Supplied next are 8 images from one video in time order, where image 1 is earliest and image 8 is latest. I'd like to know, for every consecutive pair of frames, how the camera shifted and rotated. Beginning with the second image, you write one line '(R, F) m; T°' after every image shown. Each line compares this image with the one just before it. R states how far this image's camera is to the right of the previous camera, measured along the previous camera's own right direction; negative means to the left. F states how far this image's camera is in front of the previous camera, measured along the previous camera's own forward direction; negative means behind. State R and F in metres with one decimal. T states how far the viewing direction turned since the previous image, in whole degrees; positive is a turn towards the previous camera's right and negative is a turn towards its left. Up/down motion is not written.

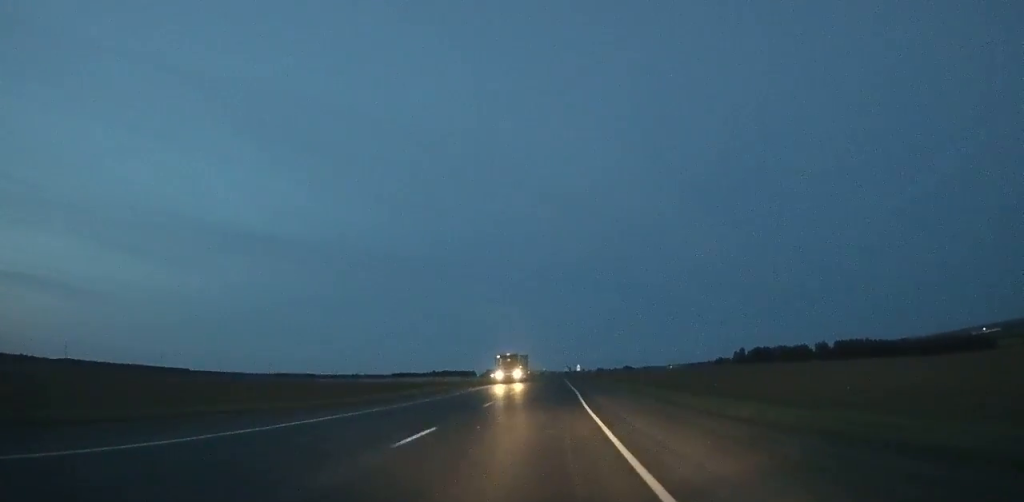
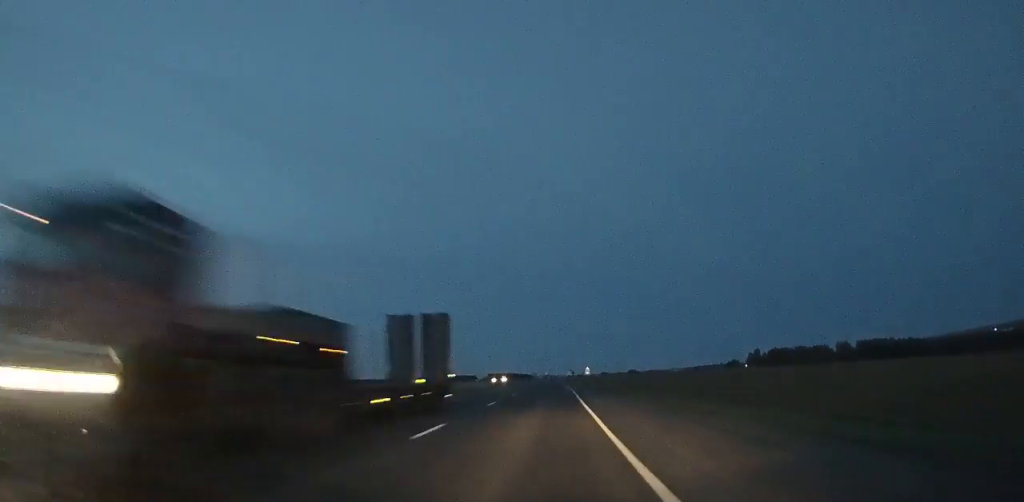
(+0.1, +33.6) m; 0°
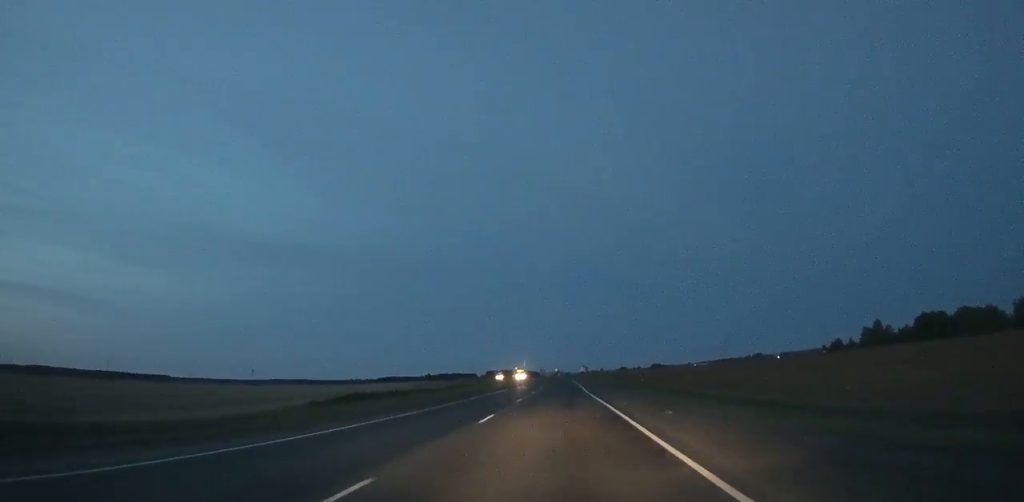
(-1.9, +186.9) m; -1°
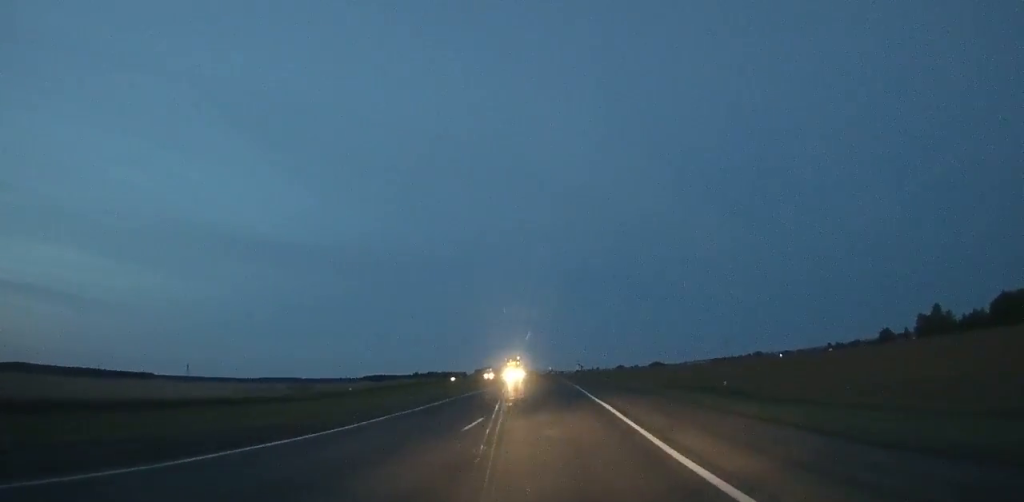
(-0.1, +61.6) m; -1°
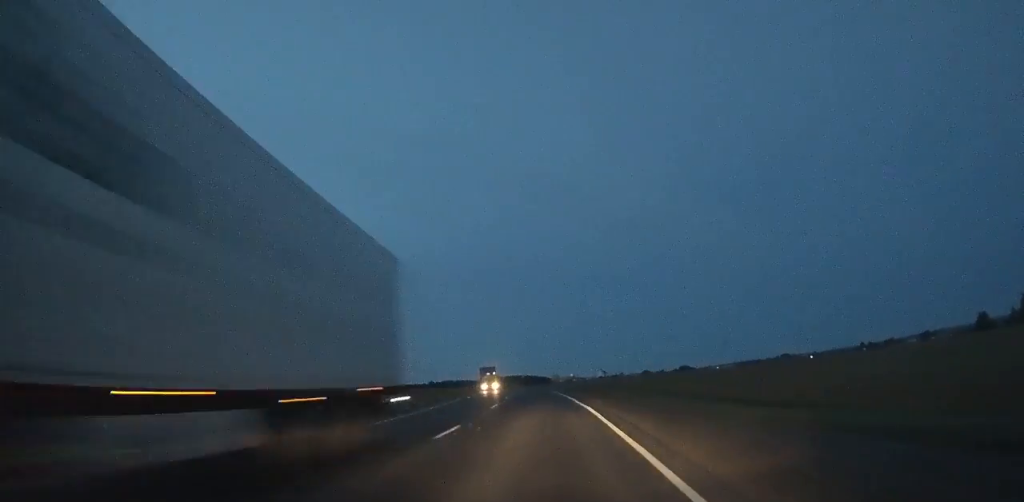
(-0.1, +60.7) m; -2°
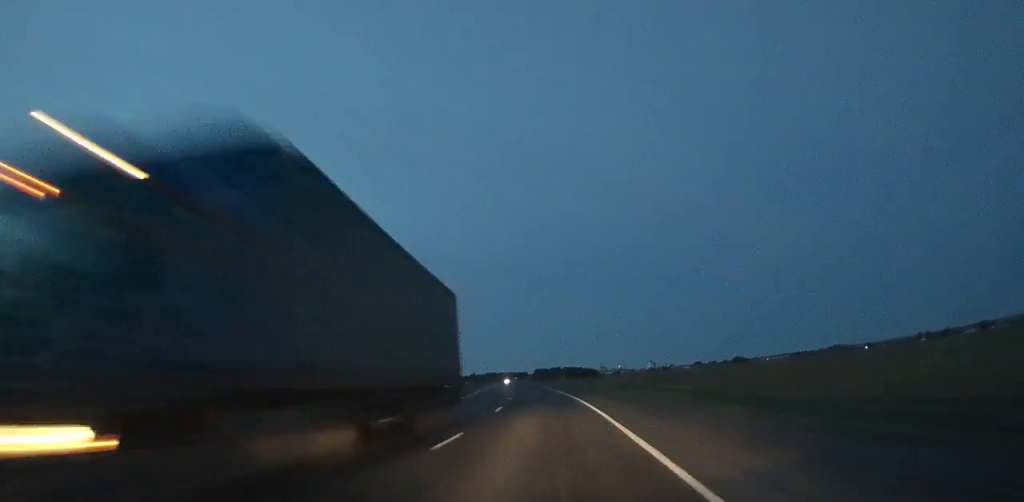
(-1.0, +50.0) m; -3°
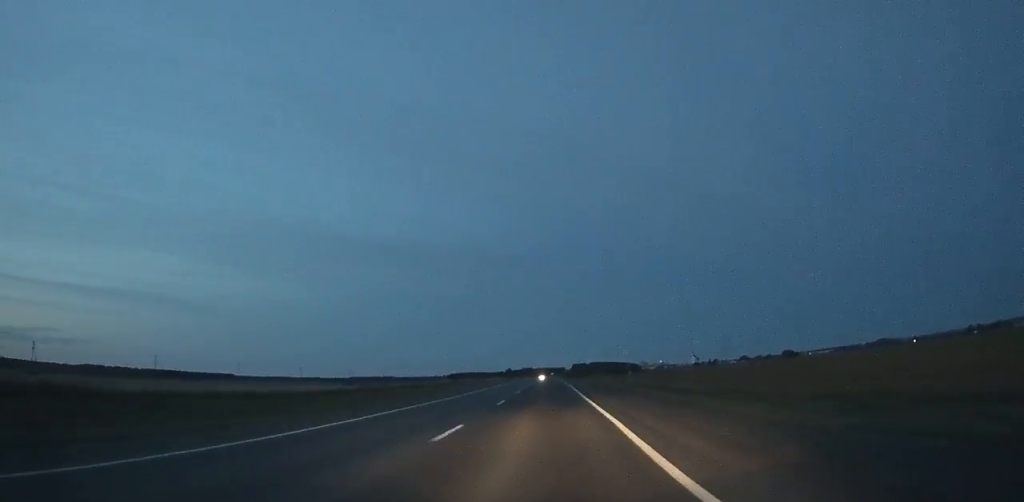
(-1.7, +47.1) m; -3°
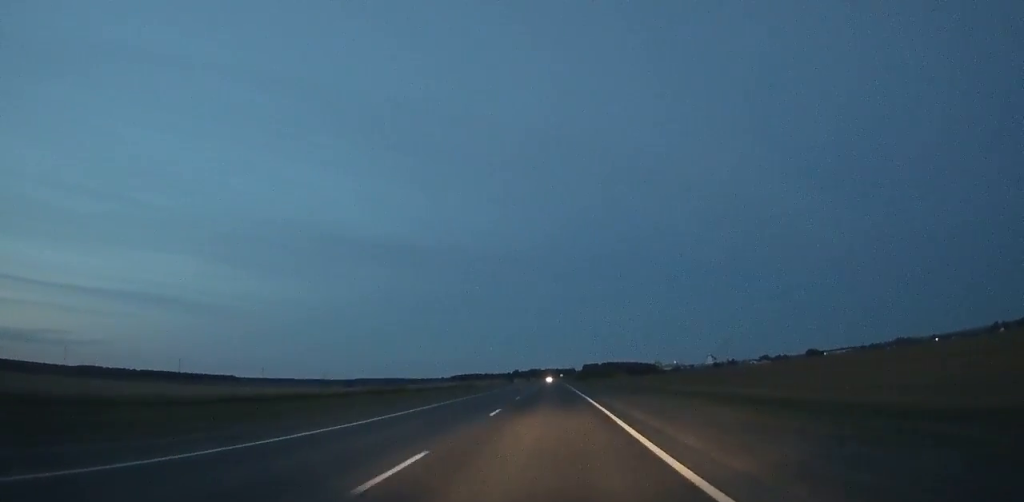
(-1.5, +53.8) m; -2°
